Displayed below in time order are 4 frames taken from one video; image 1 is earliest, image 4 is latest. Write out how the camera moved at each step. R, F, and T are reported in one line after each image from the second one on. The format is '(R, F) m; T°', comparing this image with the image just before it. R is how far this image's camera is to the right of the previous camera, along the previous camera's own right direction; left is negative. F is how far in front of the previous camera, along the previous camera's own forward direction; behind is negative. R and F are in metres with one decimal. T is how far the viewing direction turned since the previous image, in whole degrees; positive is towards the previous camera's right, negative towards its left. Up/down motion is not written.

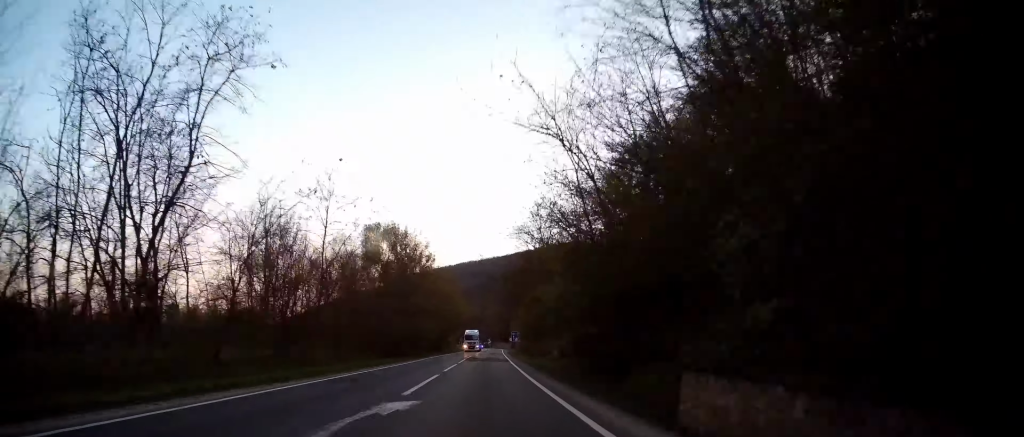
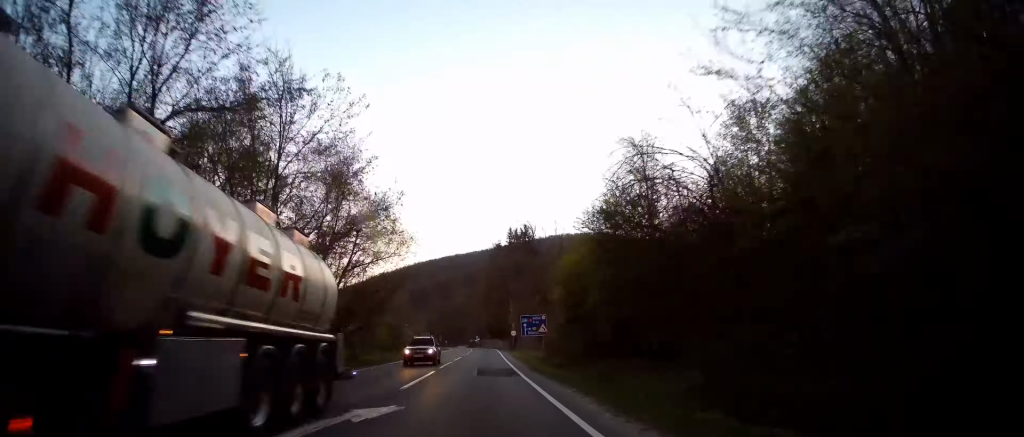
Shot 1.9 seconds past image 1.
(+1.8, +55.8) m; +2°
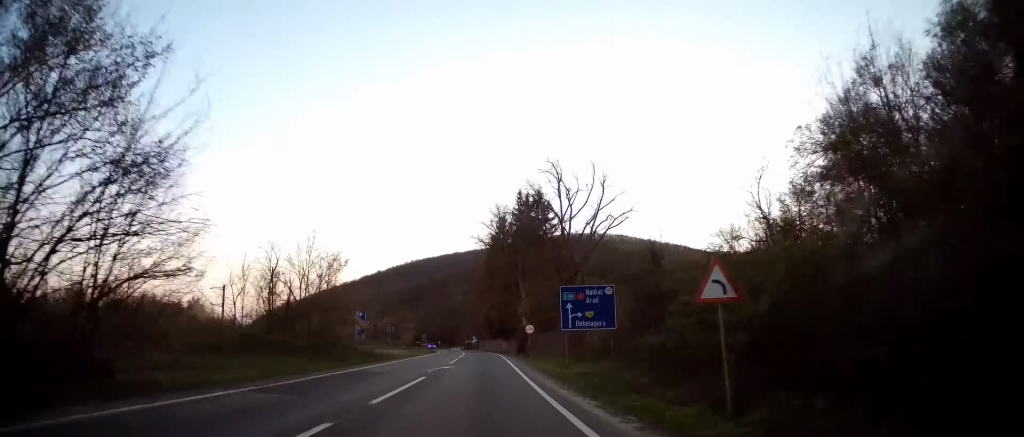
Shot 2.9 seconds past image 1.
(-0.4, +27.7) m; 0°
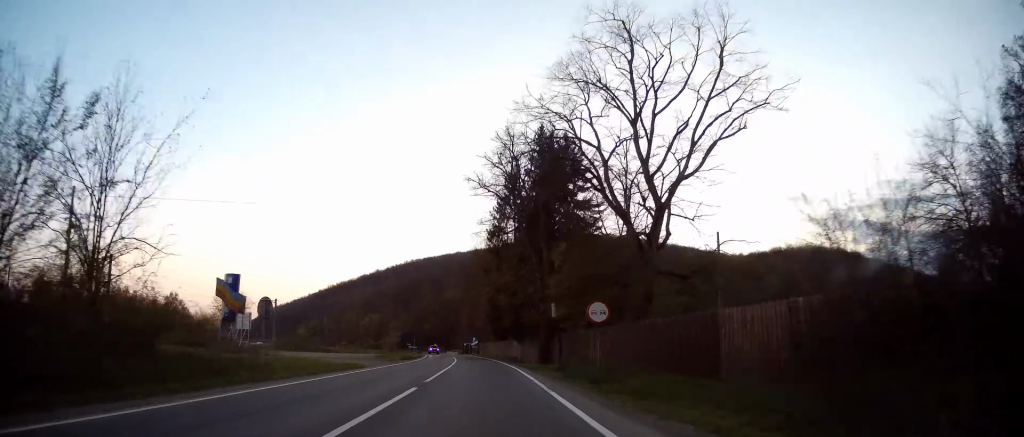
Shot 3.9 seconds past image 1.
(+0.3, +26.0) m; 0°
